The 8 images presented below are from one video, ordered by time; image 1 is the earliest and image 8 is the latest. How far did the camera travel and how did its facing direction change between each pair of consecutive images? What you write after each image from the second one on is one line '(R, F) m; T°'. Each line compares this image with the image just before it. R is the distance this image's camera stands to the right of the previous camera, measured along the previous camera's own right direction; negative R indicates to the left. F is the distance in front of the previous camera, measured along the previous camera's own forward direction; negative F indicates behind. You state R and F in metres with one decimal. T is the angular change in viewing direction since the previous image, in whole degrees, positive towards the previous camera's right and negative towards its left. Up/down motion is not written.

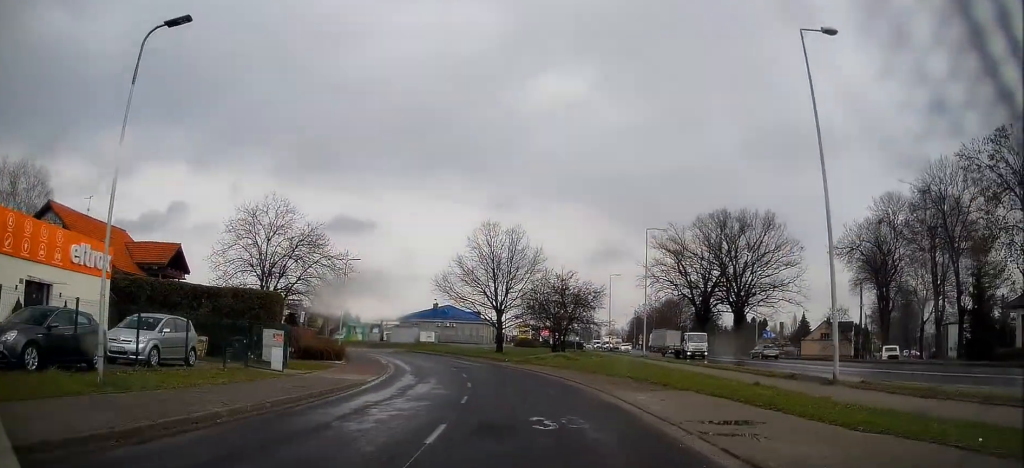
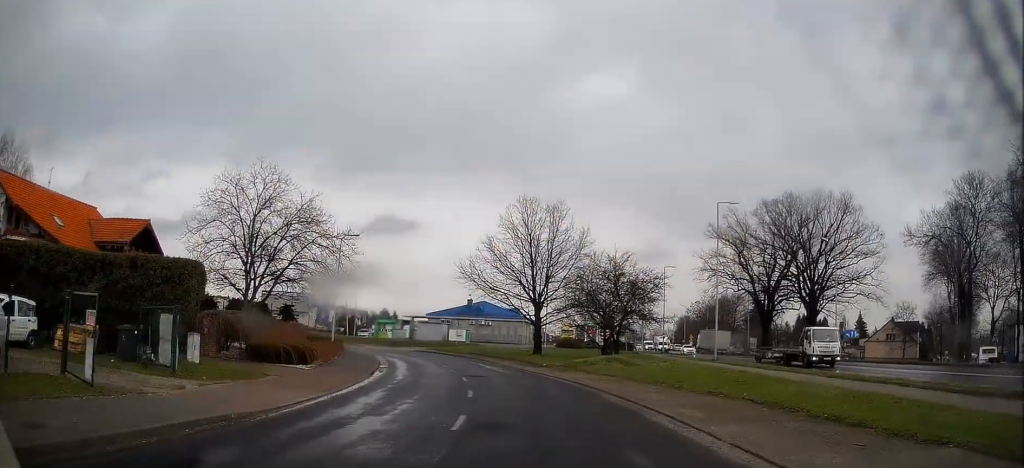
(-0.3, +10.1) m; -3°
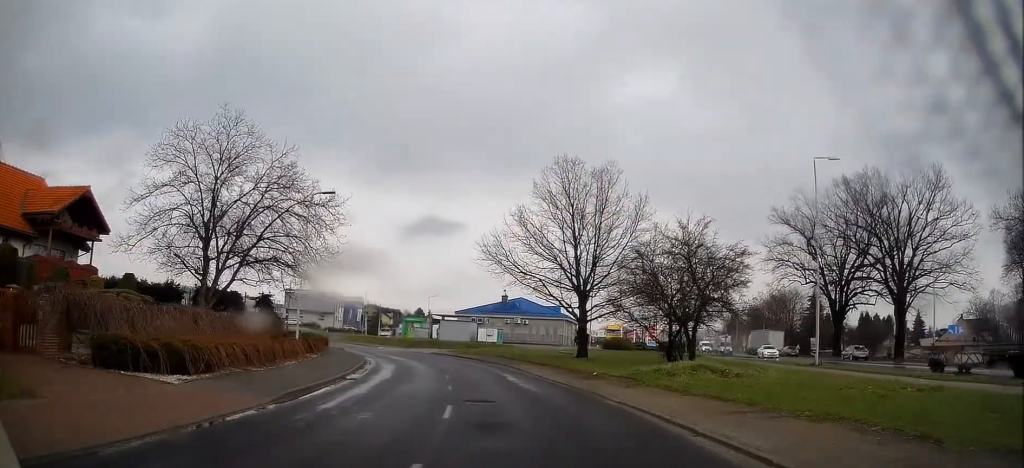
(-0.2, +10.8) m; -4°
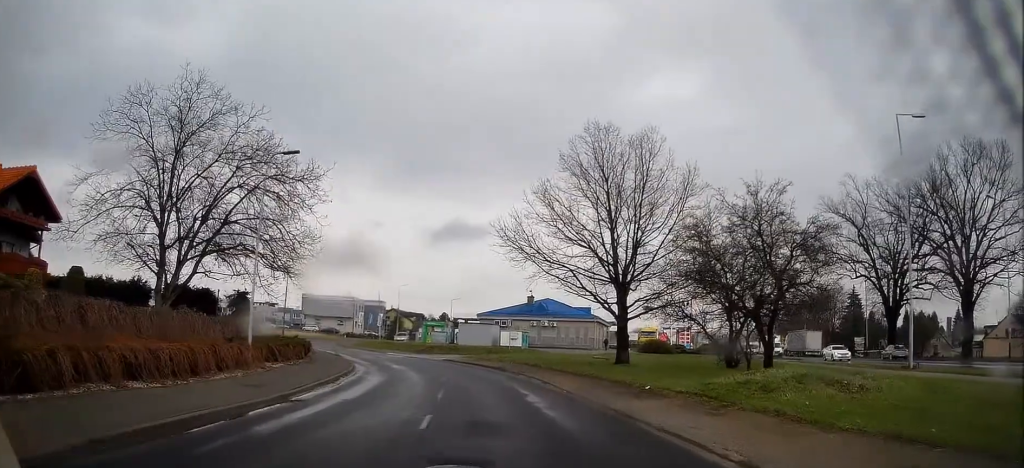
(-0.2, +6.8) m; -3°
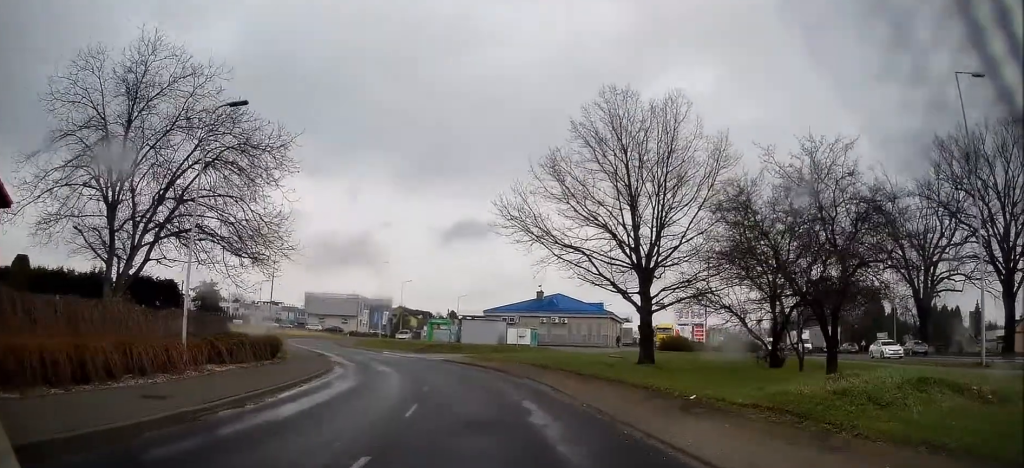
(-0.1, +4.6) m; -2°
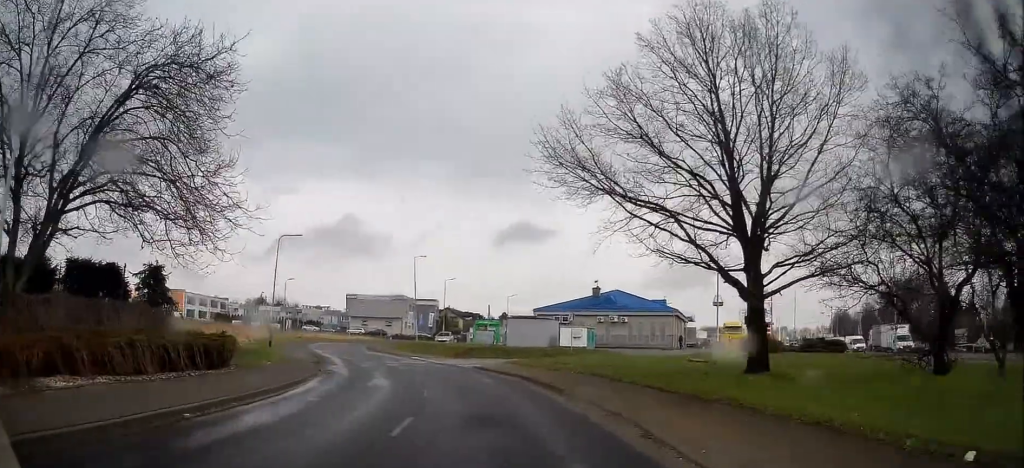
(-0.2, +8.4) m; -4°
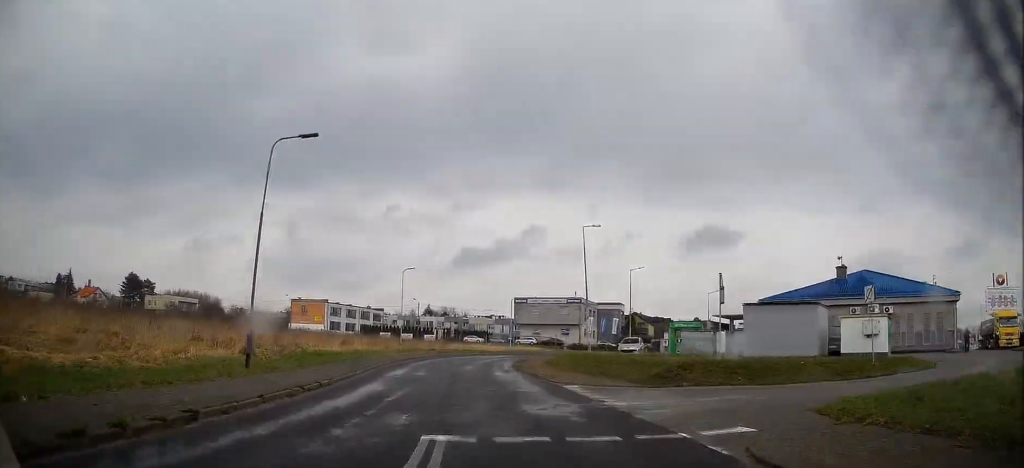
(-1.9, +22.6) m; -13°
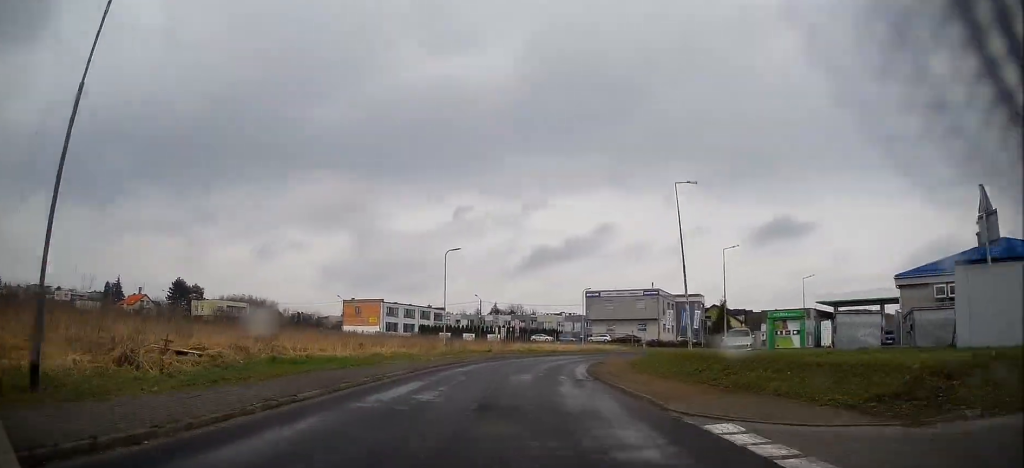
(-1.2, +11.1) m; -9°
